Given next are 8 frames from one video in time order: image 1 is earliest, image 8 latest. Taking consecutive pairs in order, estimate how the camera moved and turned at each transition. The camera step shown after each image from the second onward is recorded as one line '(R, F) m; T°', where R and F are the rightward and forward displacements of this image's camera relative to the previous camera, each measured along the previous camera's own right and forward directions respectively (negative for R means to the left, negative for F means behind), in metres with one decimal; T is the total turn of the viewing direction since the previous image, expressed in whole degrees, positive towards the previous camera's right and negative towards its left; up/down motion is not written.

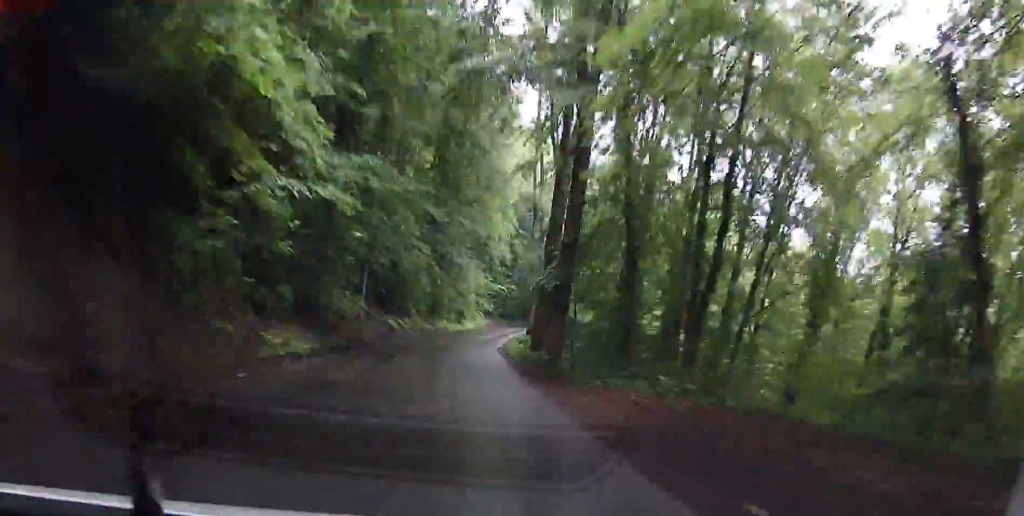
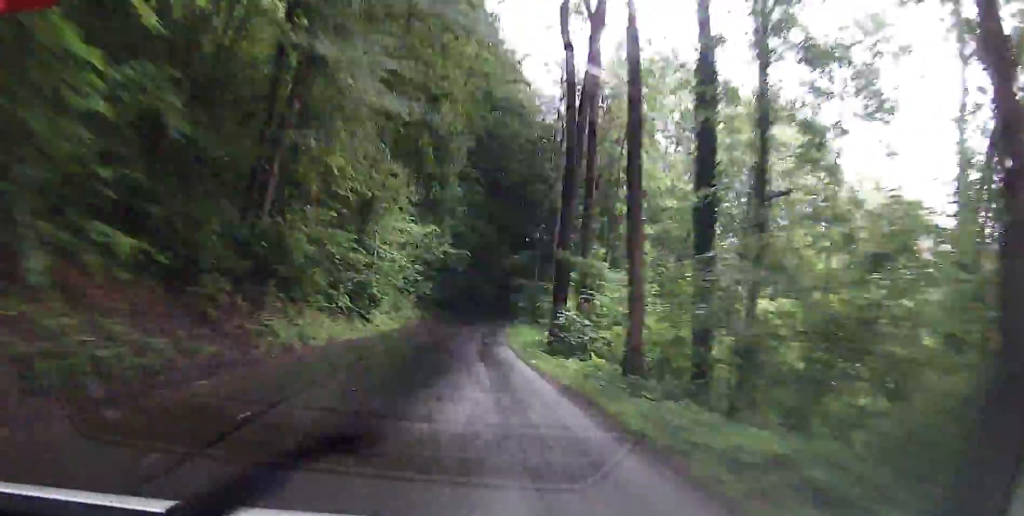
(+1.0, +34.4) m; +4°
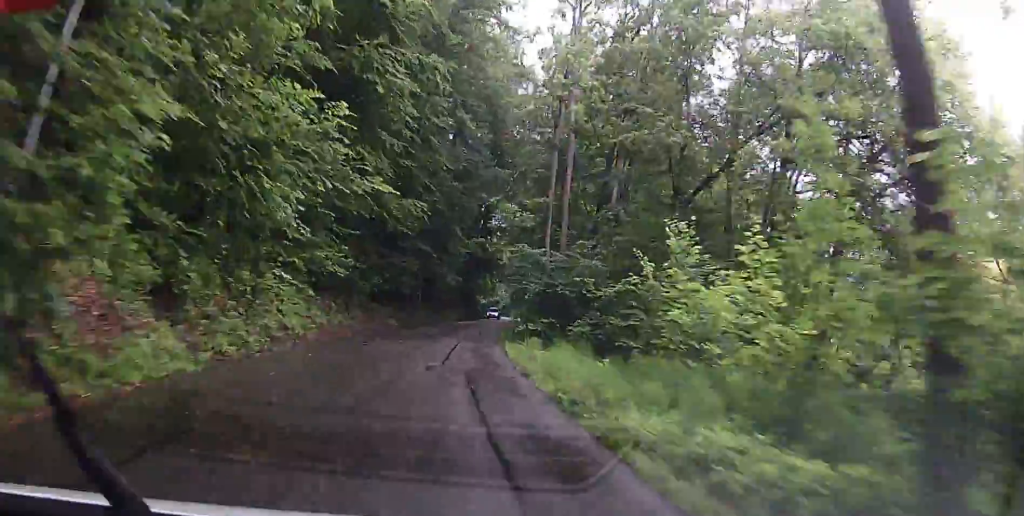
(+0.7, +20.0) m; +4°
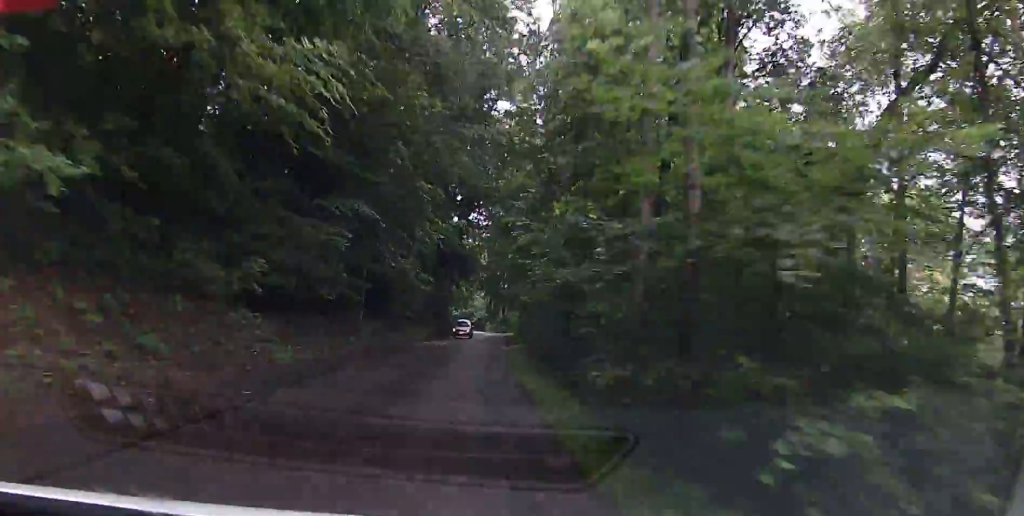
(+0.4, +16.9) m; +4°
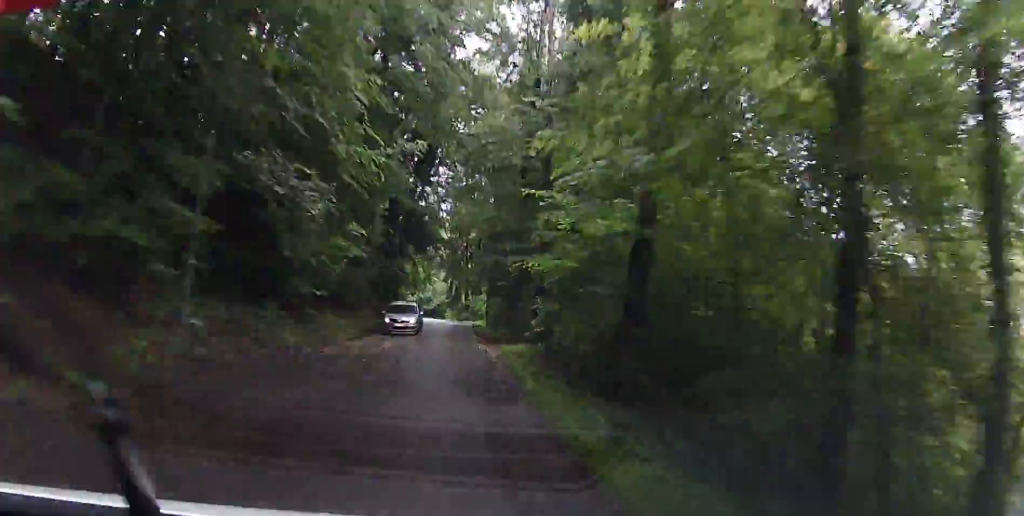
(+0.6, +14.1) m; +3°
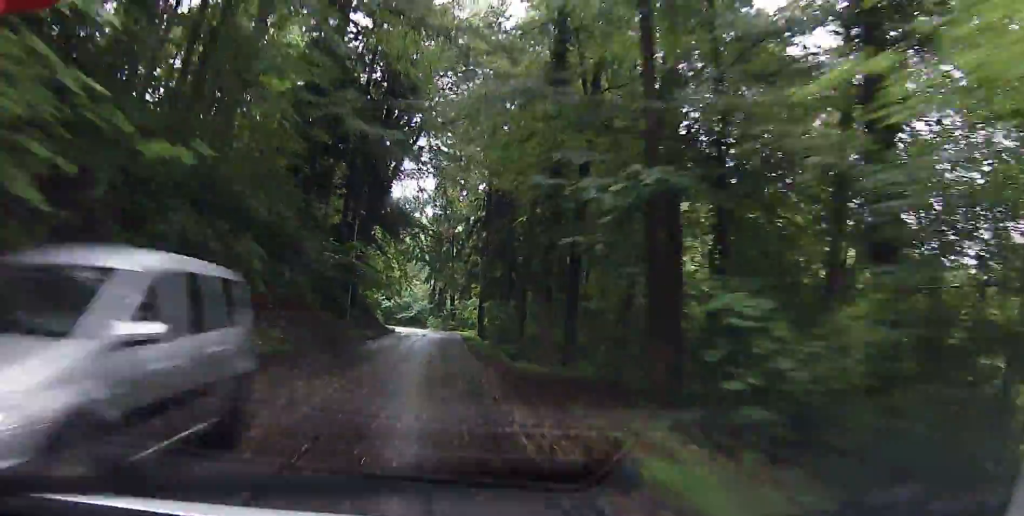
(+0.4, +15.2) m; +2°
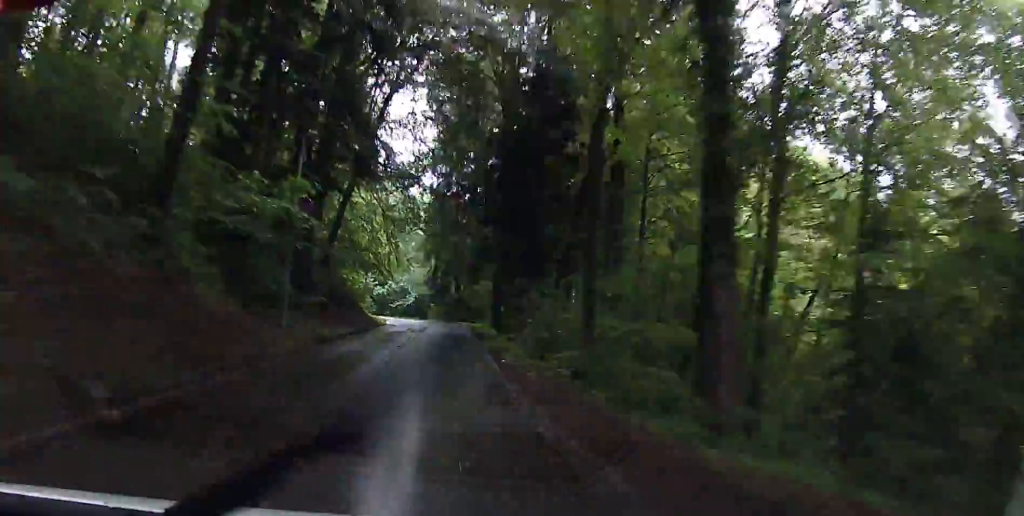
(+0.1, +12.9) m; +1°
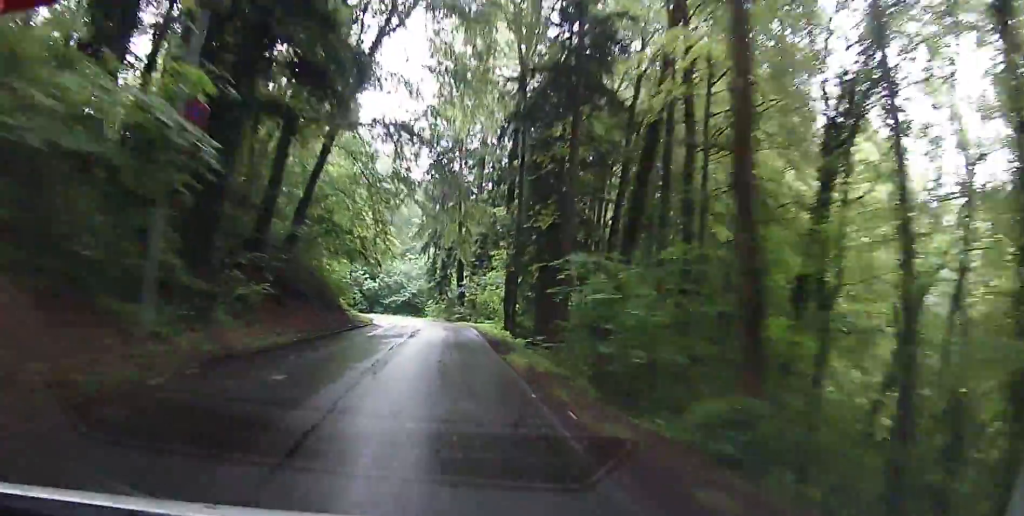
(+0.1, +9.0) m; 0°
